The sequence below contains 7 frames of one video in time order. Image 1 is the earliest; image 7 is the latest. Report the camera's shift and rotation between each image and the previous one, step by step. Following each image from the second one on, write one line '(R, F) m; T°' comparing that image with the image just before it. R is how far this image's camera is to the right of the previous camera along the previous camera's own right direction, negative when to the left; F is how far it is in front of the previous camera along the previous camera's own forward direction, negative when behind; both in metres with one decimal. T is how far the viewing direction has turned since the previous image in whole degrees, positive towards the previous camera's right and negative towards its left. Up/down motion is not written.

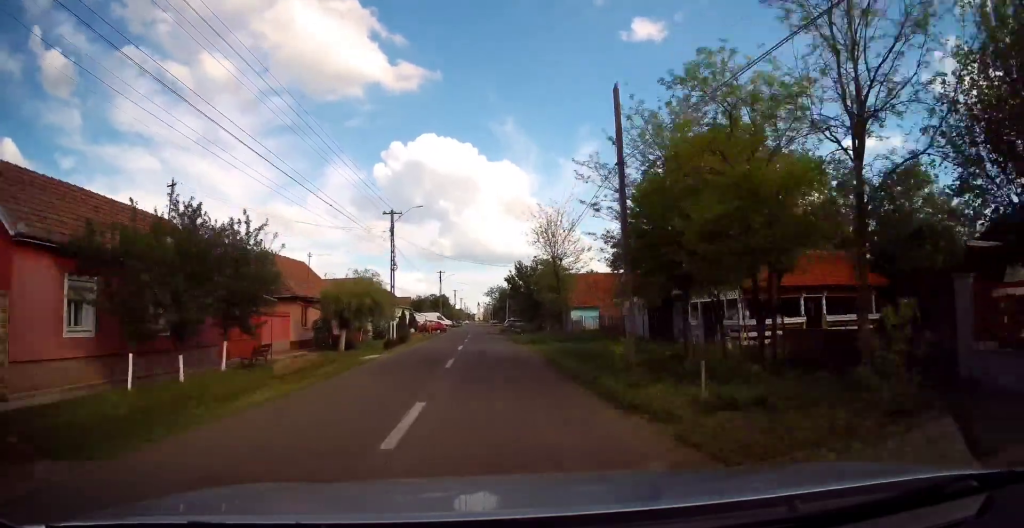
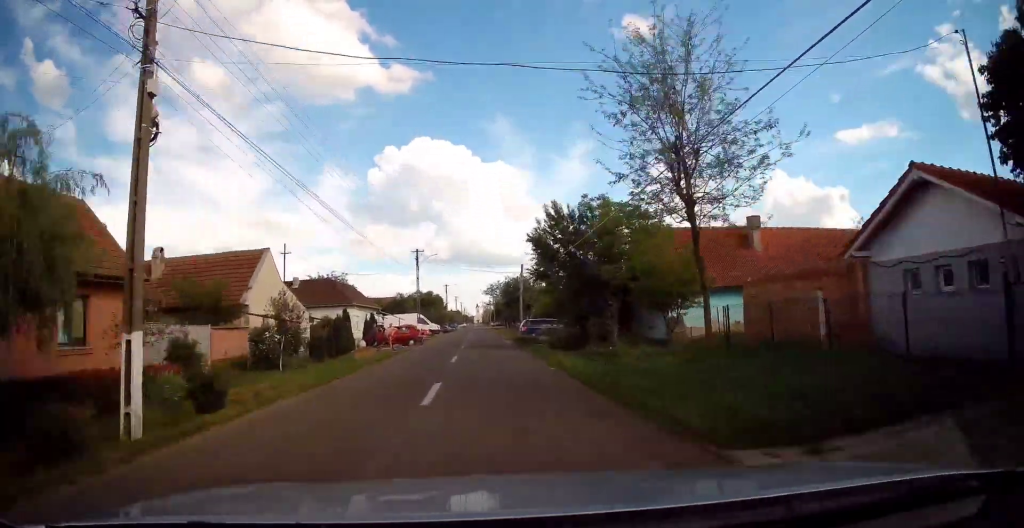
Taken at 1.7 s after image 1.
(+0.3, +23.7) m; 0°
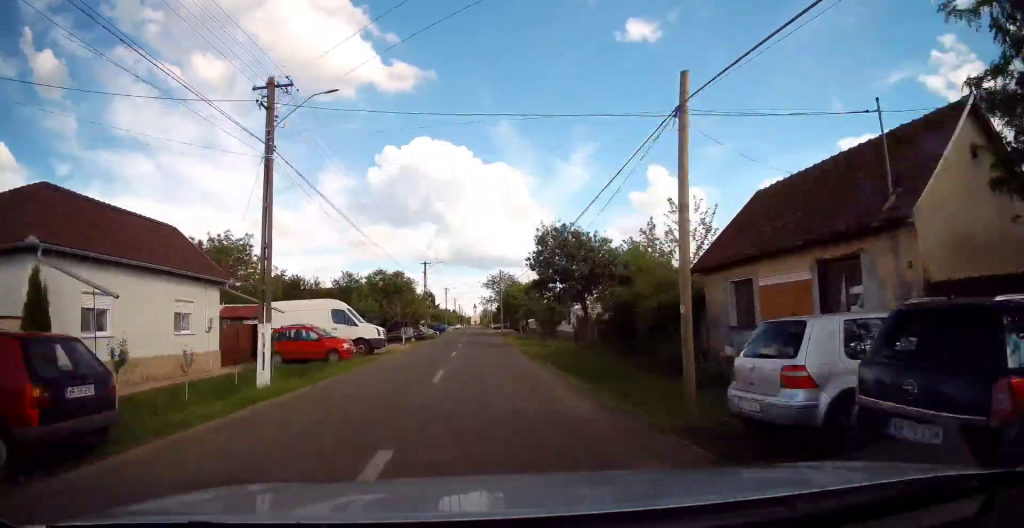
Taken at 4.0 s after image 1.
(-0.2, +33.3) m; -1°
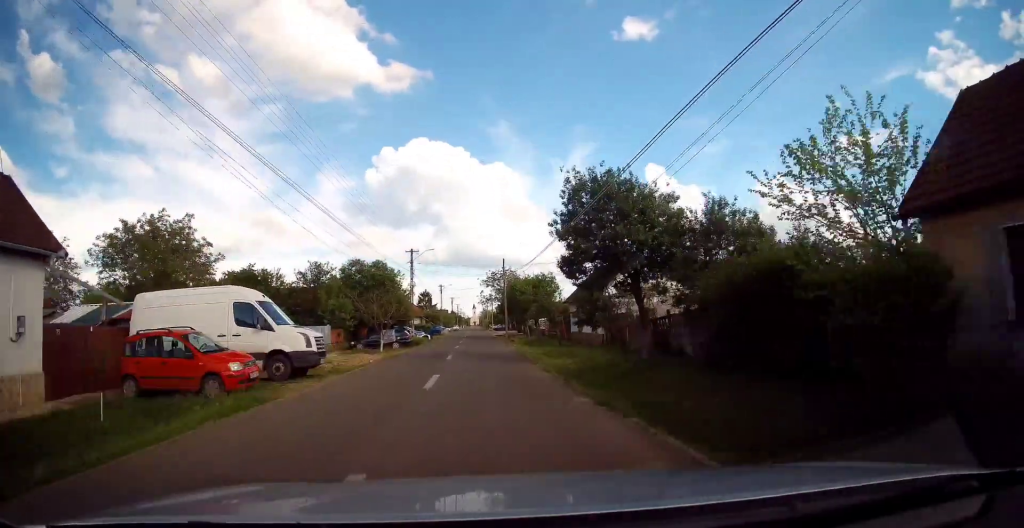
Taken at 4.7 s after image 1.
(0.0, +9.9) m; 0°
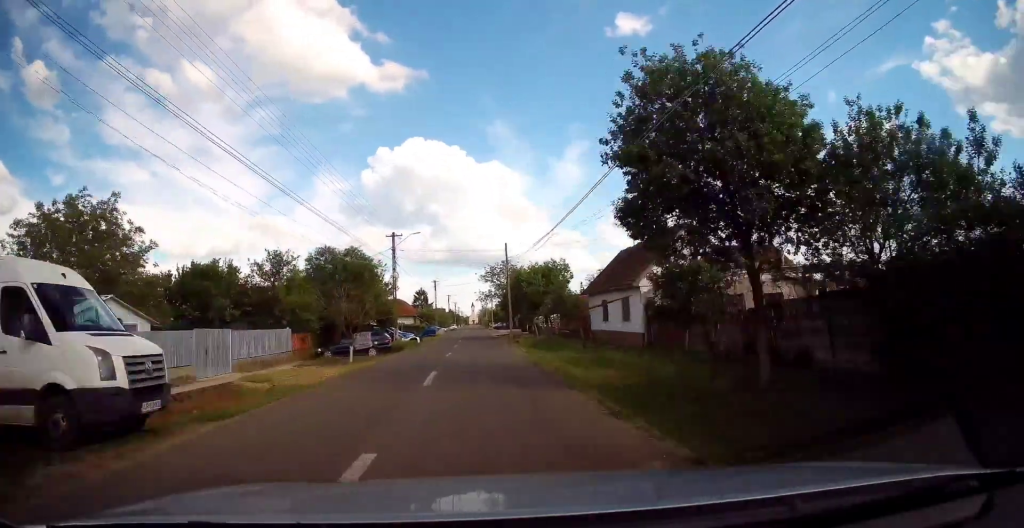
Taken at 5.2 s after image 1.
(0.0, +8.0) m; 0°
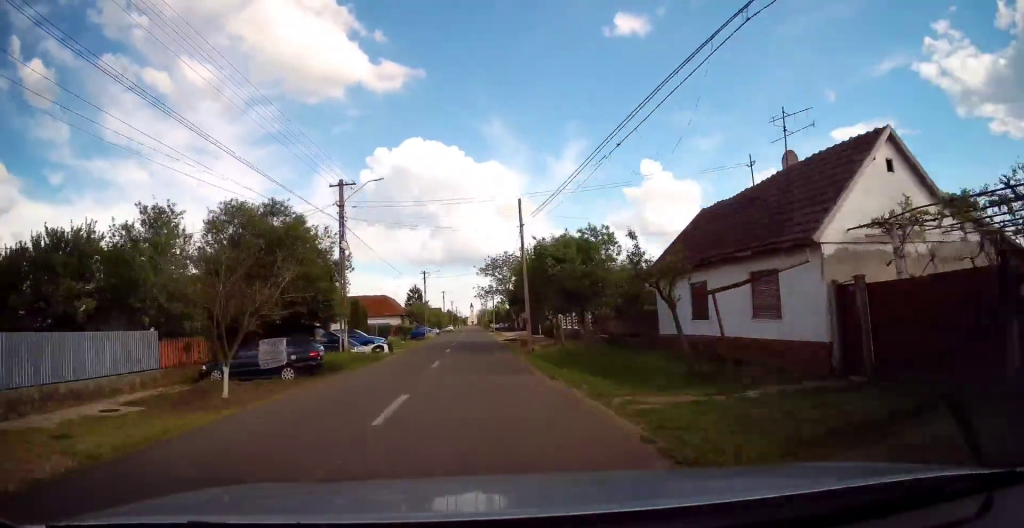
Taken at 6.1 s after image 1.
(0.0, +13.4) m; +1°
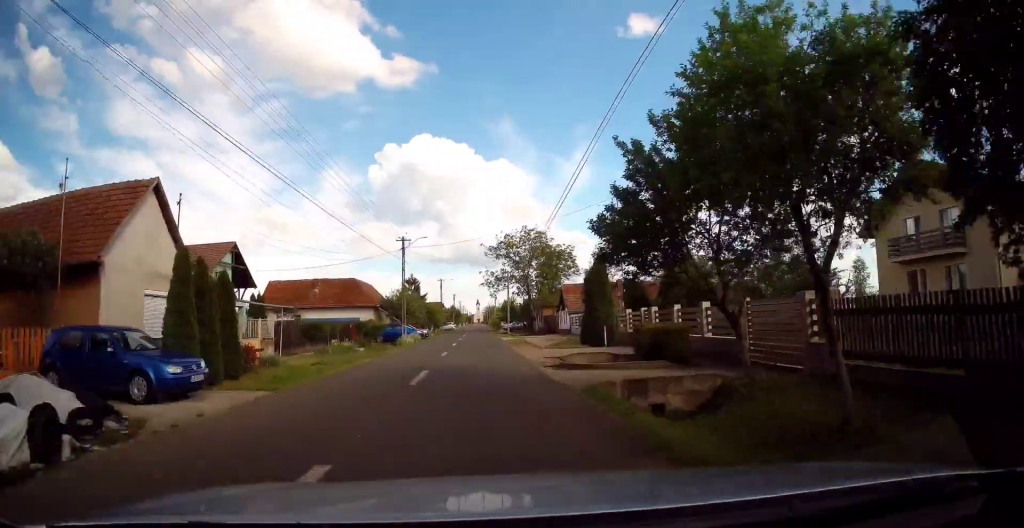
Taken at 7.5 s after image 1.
(+0.2, +22.7) m; -1°
